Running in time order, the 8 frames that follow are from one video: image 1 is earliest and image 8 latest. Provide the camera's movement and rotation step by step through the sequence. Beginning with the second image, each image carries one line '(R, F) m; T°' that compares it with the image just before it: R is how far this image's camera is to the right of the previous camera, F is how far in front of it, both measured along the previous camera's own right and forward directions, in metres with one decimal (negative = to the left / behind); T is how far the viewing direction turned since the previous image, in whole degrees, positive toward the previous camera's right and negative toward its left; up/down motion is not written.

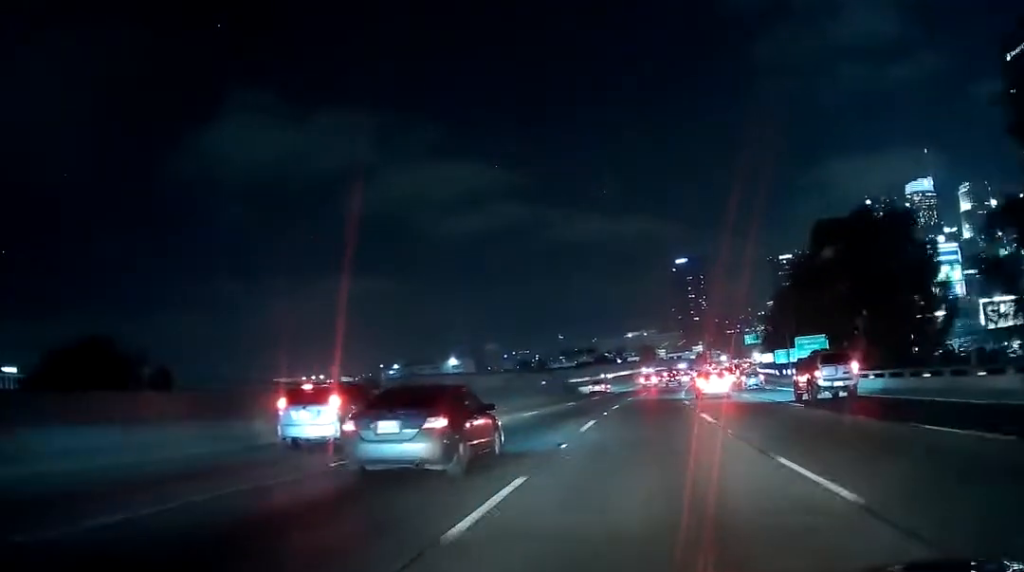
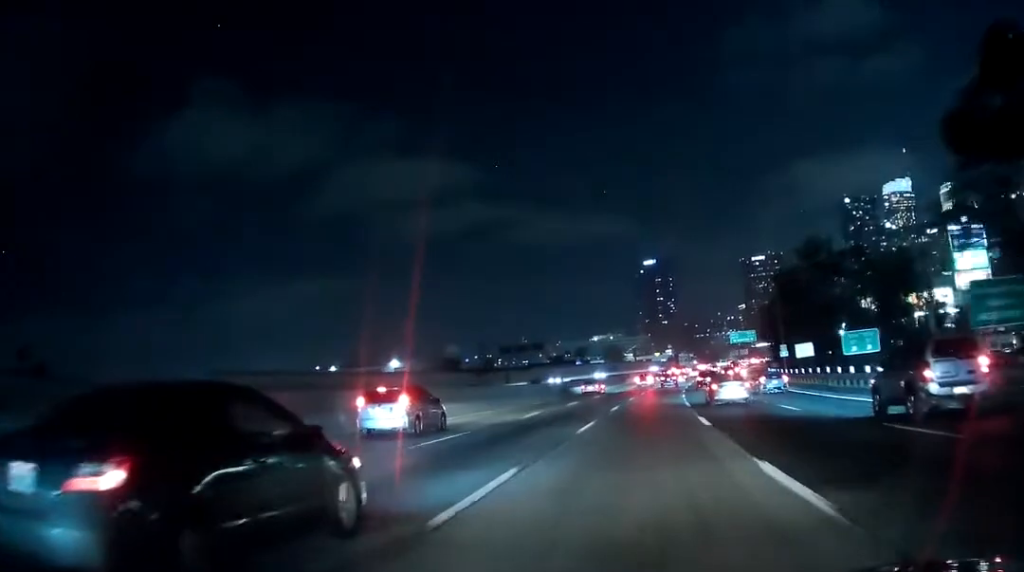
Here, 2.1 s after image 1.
(+1.2, +42.9) m; +4°
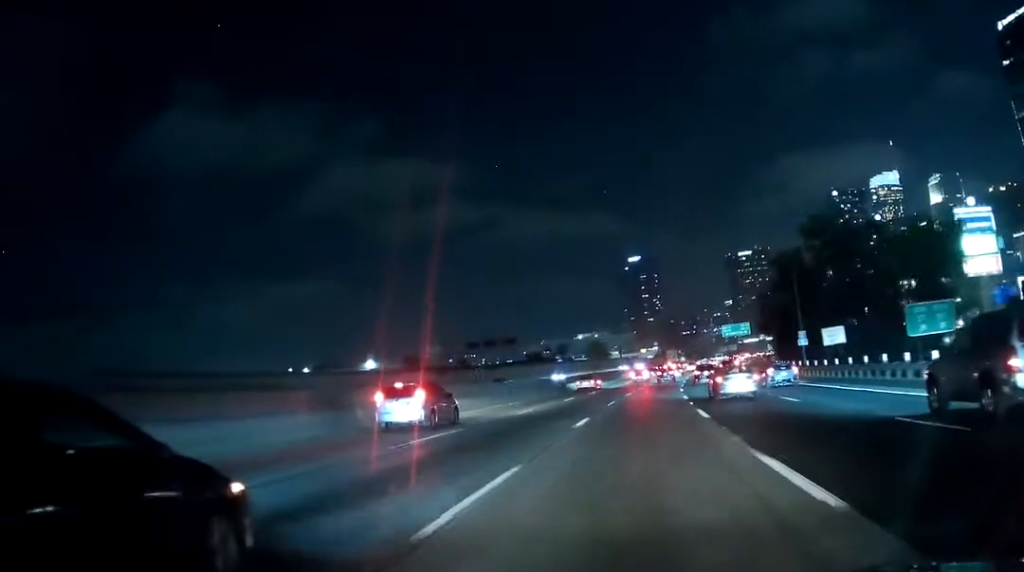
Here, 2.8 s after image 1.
(+0.4, +14.1) m; +1°
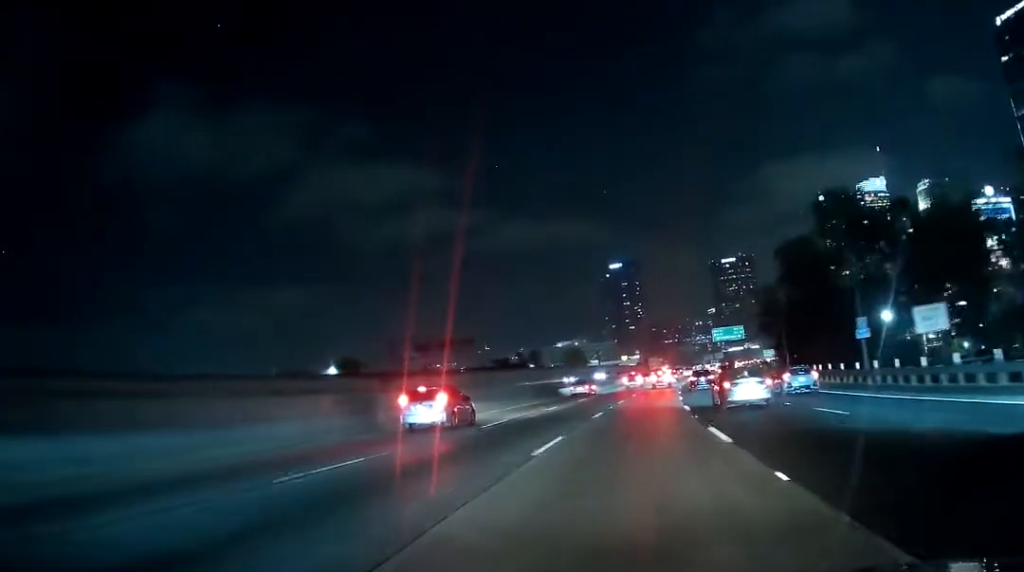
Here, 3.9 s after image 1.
(+0.2, +22.0) m; +1°
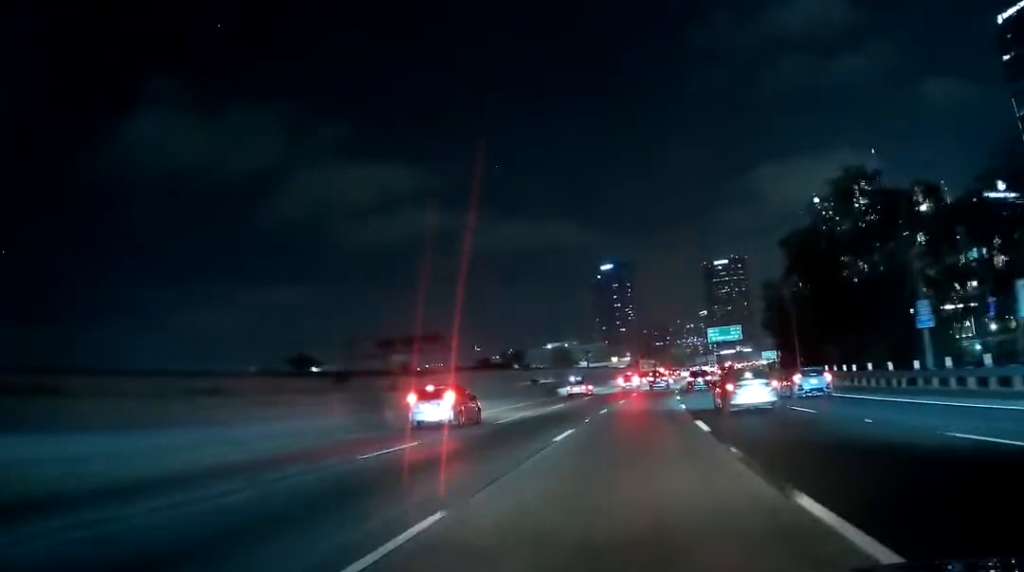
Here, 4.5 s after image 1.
(0.0, +11.3) m; +1°
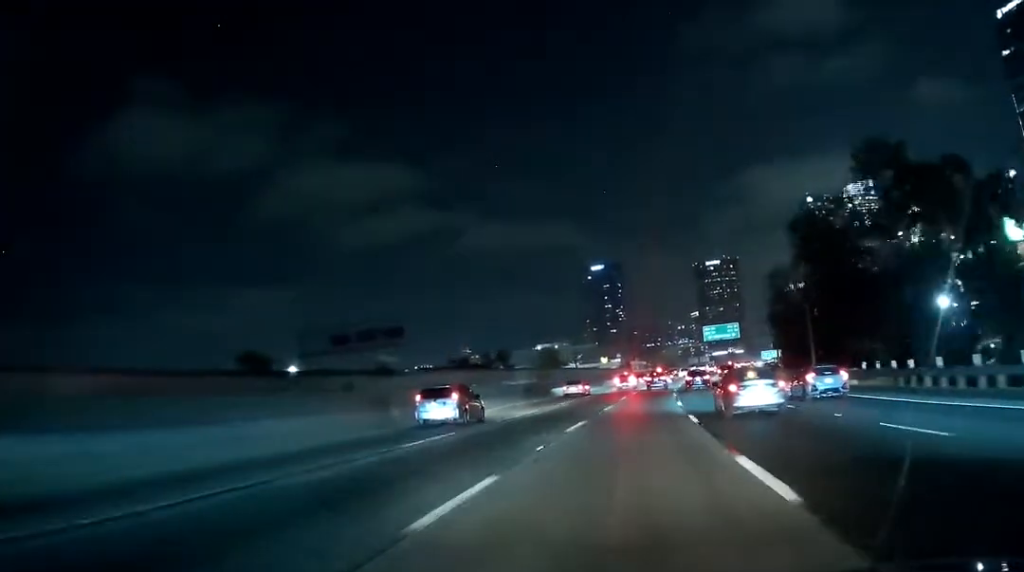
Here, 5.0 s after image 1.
(+0.1, +10.6) m; +1°
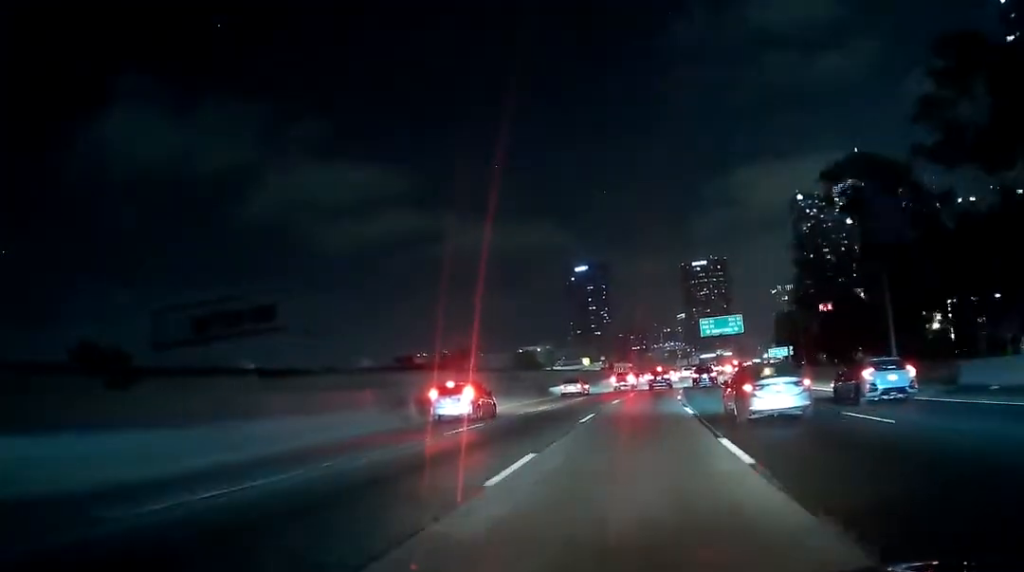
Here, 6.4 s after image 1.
(+0.6, +26.2) m; +2°
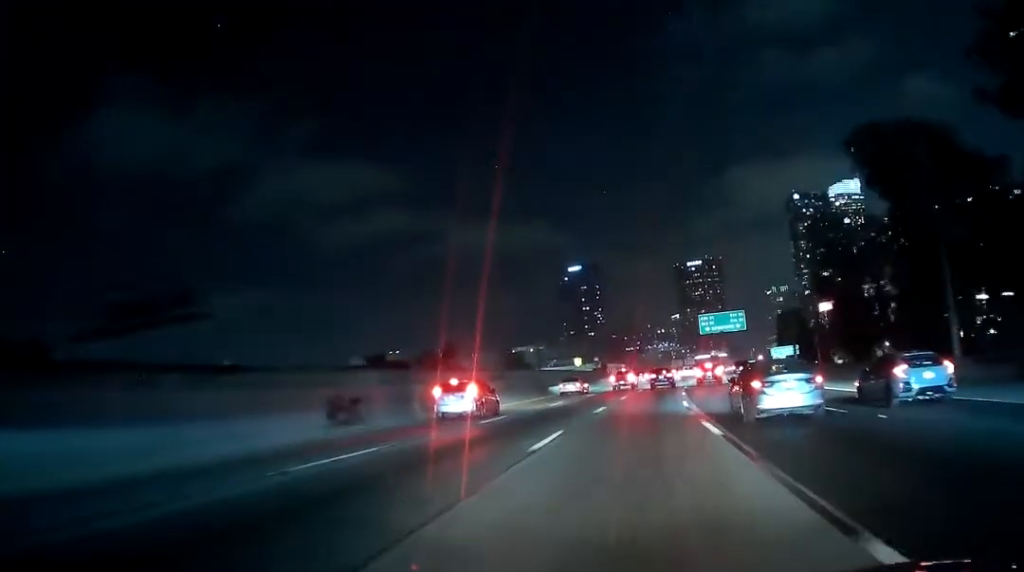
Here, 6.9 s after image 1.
(0.0, +9.4) m; 0°
